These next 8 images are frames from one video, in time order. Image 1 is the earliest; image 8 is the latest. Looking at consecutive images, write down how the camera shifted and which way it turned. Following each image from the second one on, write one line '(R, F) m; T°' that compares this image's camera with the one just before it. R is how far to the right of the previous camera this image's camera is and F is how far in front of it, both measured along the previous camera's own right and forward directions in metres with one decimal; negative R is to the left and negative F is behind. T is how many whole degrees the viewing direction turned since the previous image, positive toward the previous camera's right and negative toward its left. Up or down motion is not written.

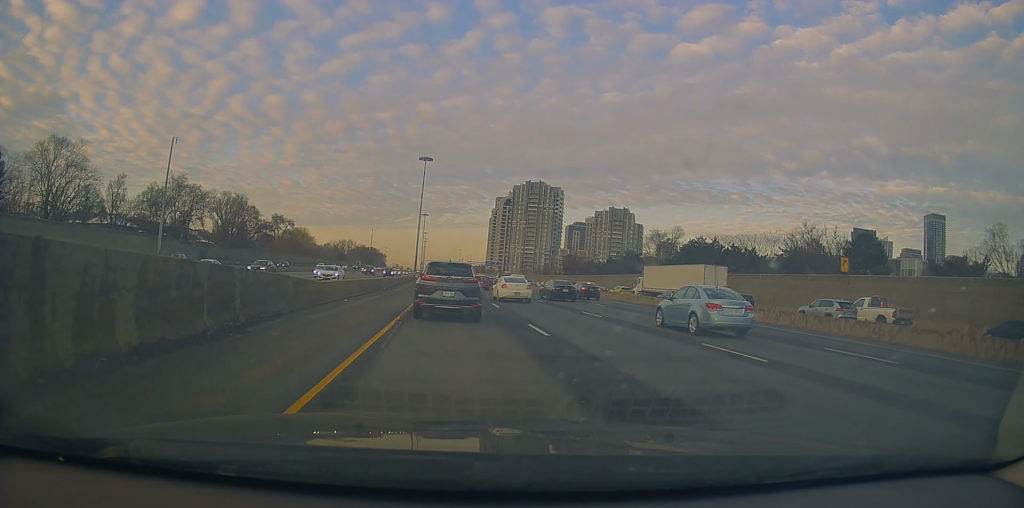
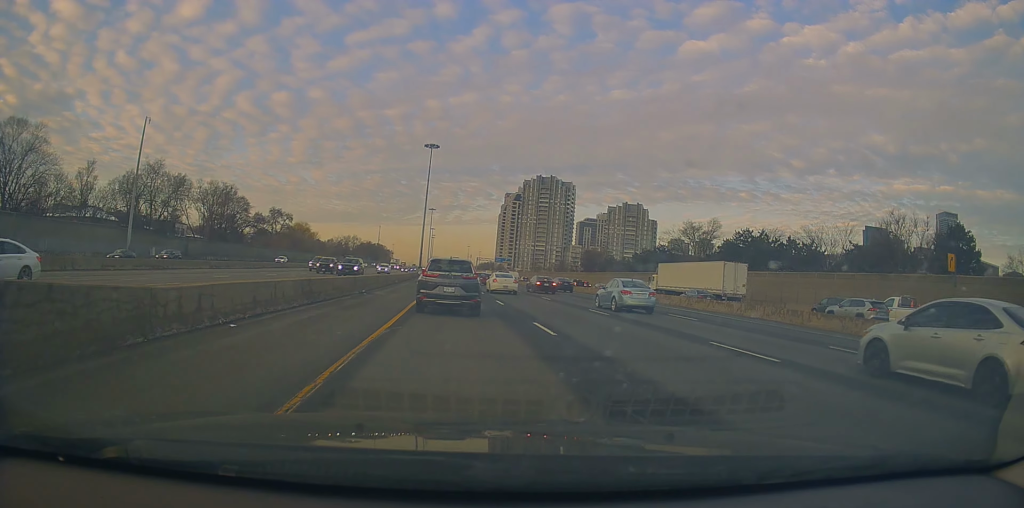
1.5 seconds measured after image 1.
(+0.2, +11.8) m; +1°
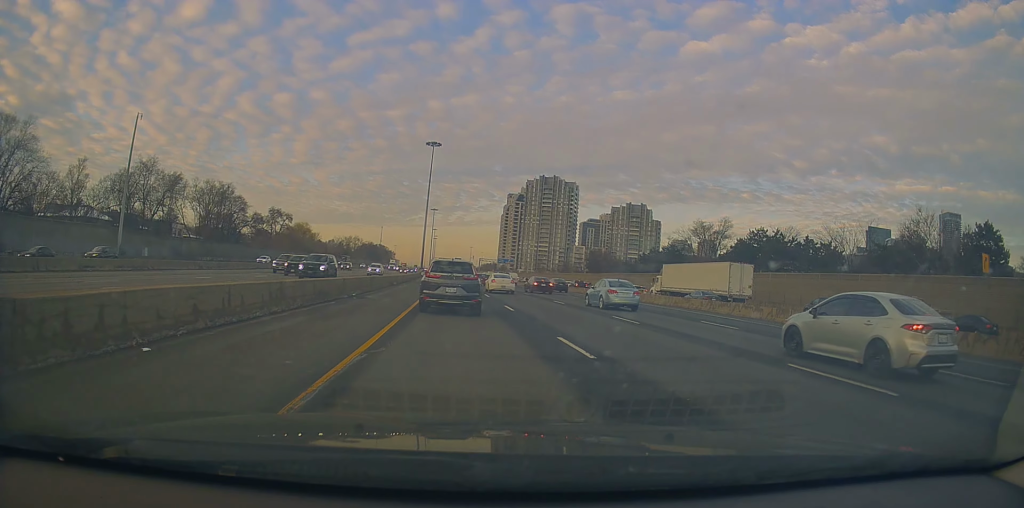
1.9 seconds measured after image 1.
(+0.1, +3.3) m; 0°
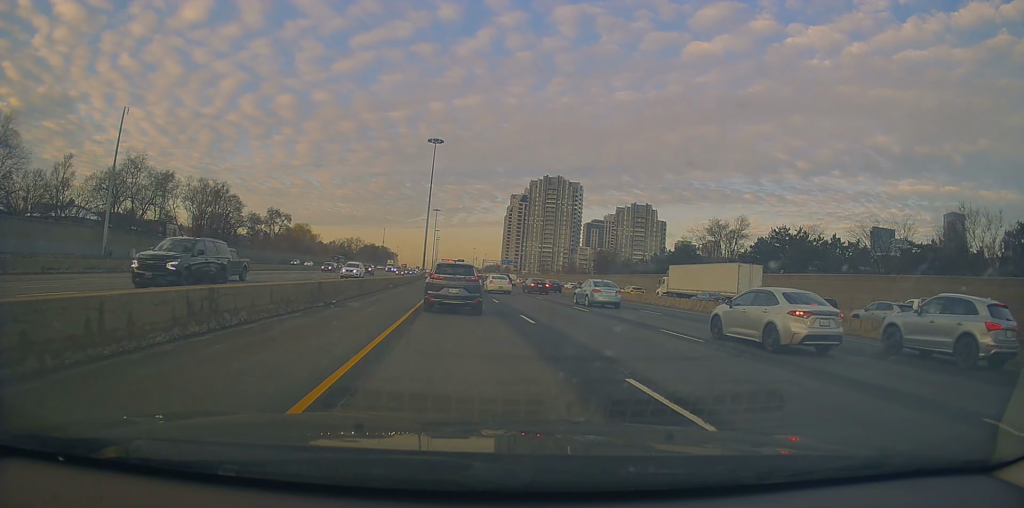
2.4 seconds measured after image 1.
(-0.2, +4.8) m; -2°
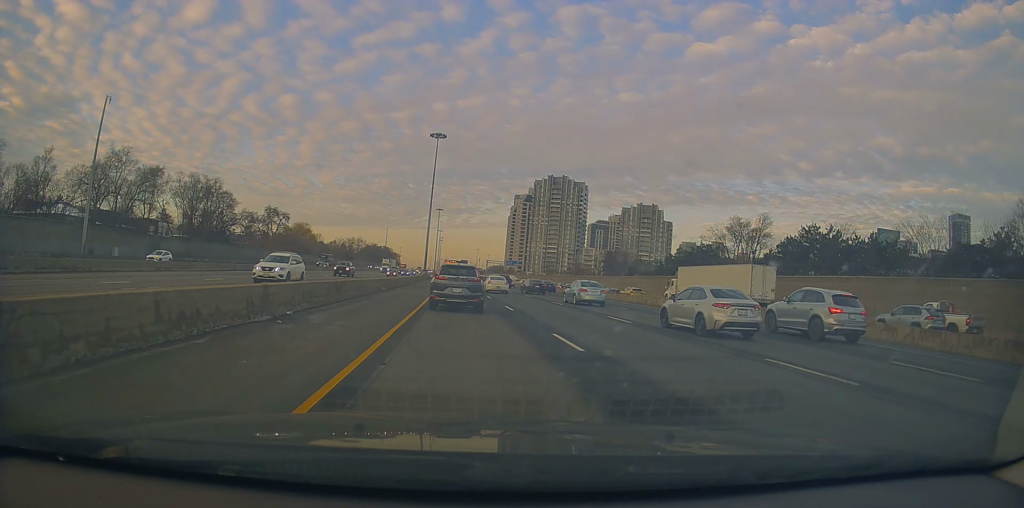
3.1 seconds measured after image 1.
(-0.1, +5.8) m; -1°
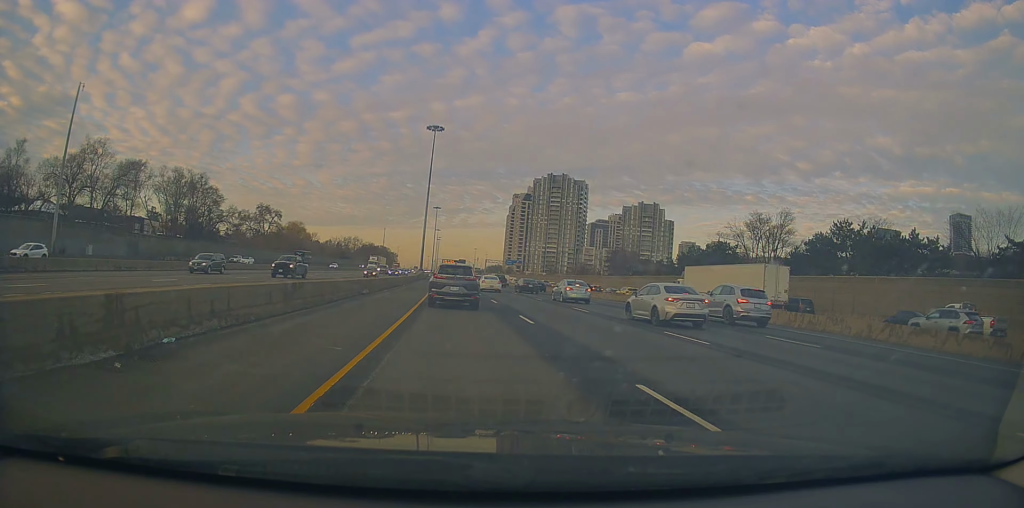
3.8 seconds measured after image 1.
(0.0, +5.9) m; 0°
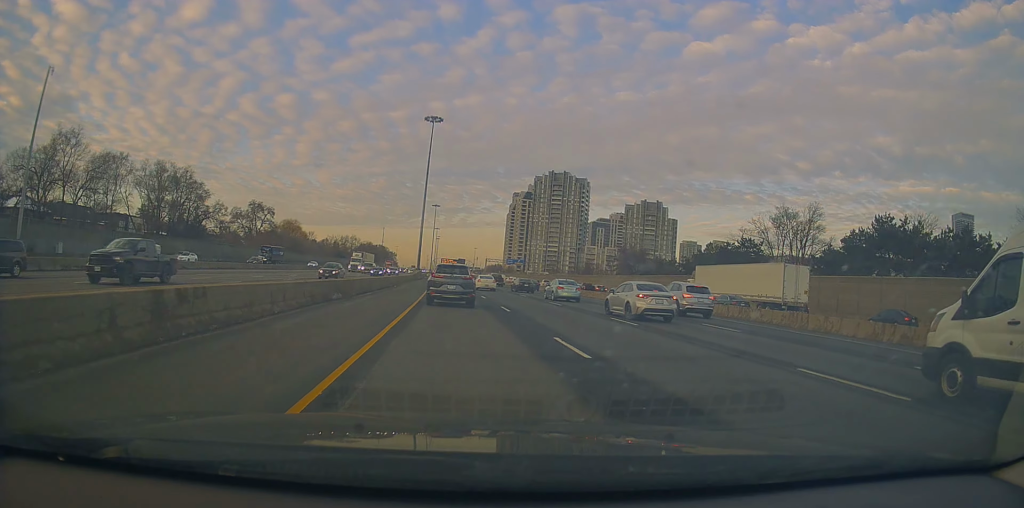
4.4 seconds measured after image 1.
(+0.1, +6.6) m; -2°
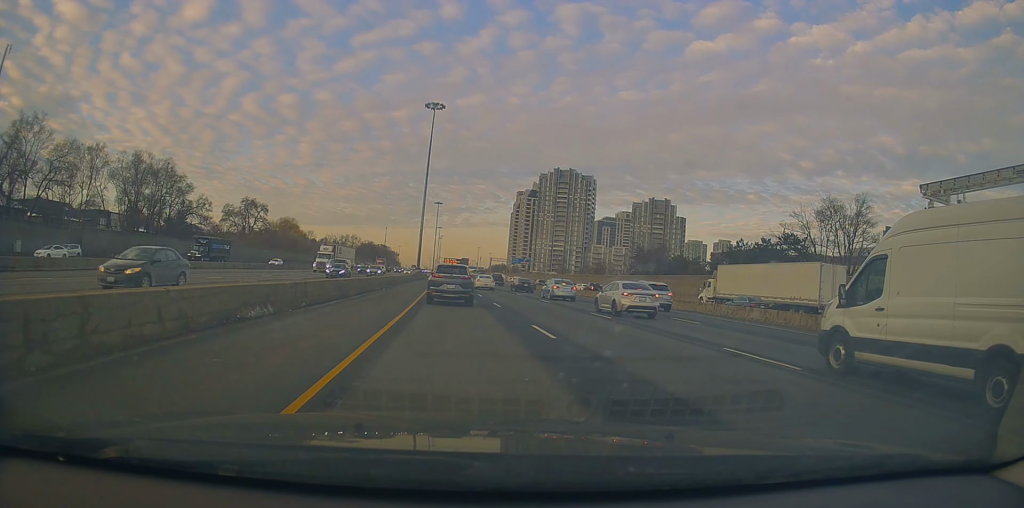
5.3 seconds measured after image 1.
(-0.3, +8.7) m; 0°
